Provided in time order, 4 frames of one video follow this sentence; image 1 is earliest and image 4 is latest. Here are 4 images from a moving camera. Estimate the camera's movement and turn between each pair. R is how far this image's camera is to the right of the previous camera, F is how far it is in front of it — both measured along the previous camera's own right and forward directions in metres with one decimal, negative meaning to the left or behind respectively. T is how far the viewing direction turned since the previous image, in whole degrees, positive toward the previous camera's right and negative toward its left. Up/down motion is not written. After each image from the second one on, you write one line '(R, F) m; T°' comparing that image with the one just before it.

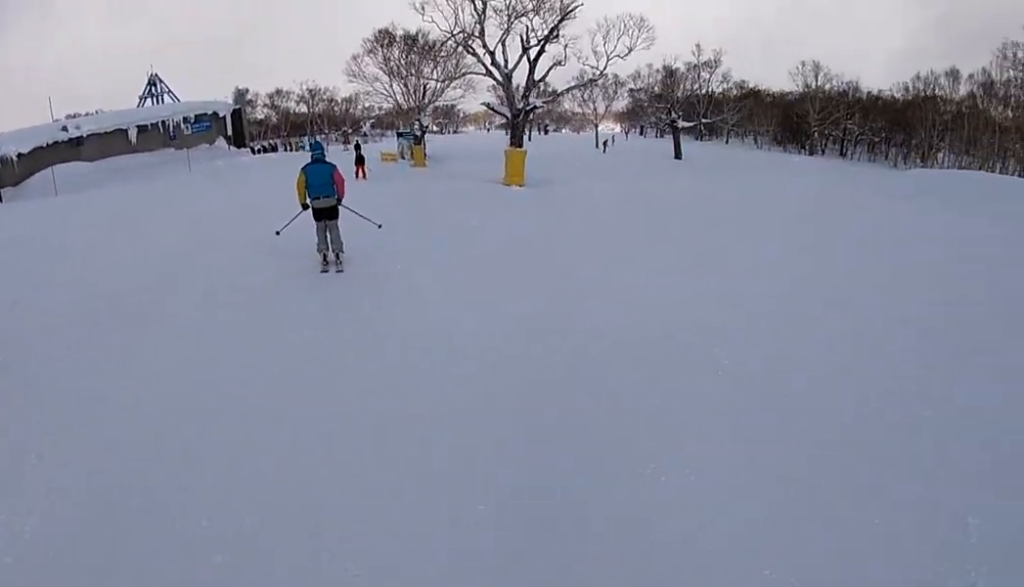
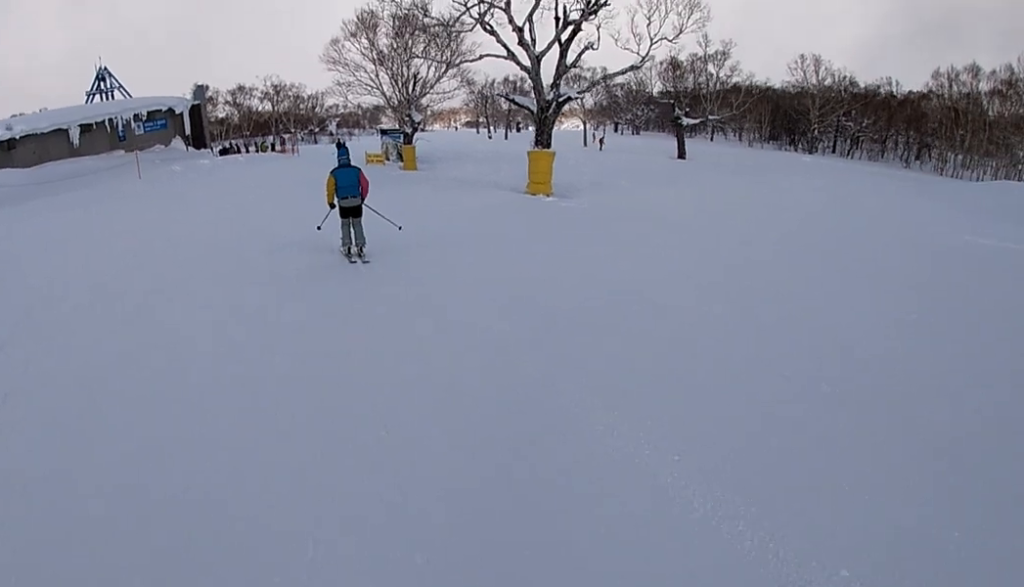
(+0.6, +6.8) m; -6°
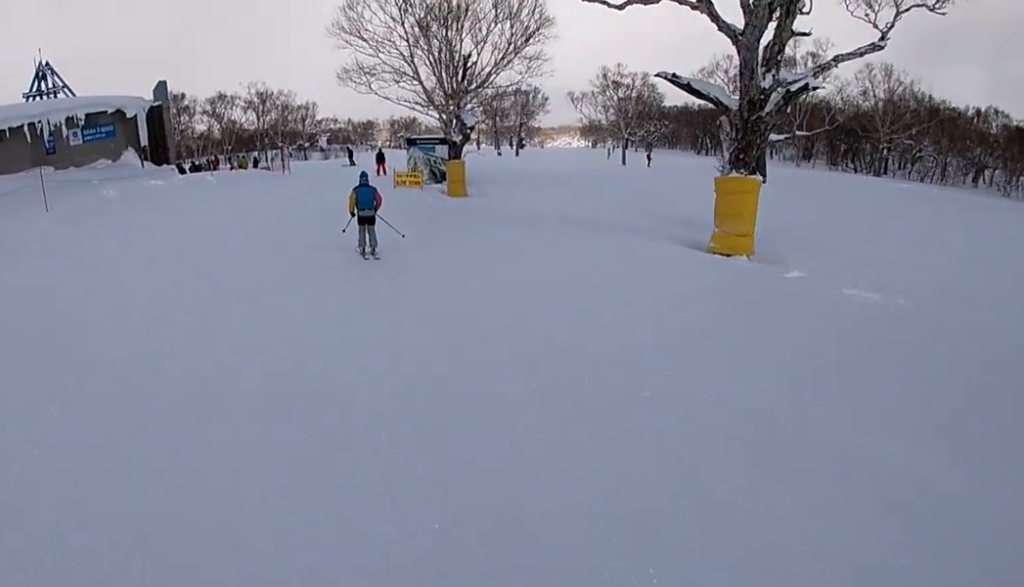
(+0.5, +13.8) m; +6°
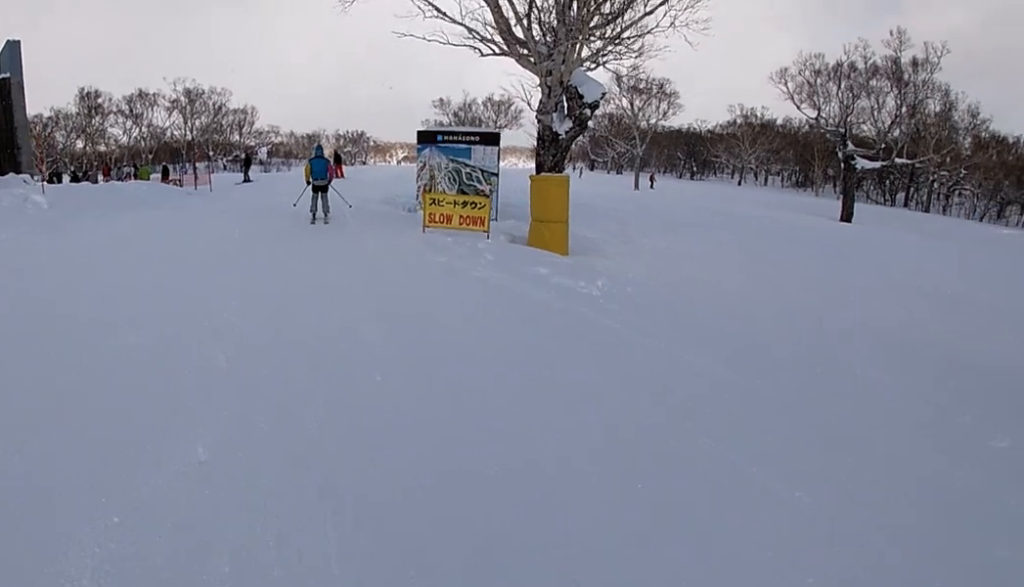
(+0.3, +16.2) m; +7°
